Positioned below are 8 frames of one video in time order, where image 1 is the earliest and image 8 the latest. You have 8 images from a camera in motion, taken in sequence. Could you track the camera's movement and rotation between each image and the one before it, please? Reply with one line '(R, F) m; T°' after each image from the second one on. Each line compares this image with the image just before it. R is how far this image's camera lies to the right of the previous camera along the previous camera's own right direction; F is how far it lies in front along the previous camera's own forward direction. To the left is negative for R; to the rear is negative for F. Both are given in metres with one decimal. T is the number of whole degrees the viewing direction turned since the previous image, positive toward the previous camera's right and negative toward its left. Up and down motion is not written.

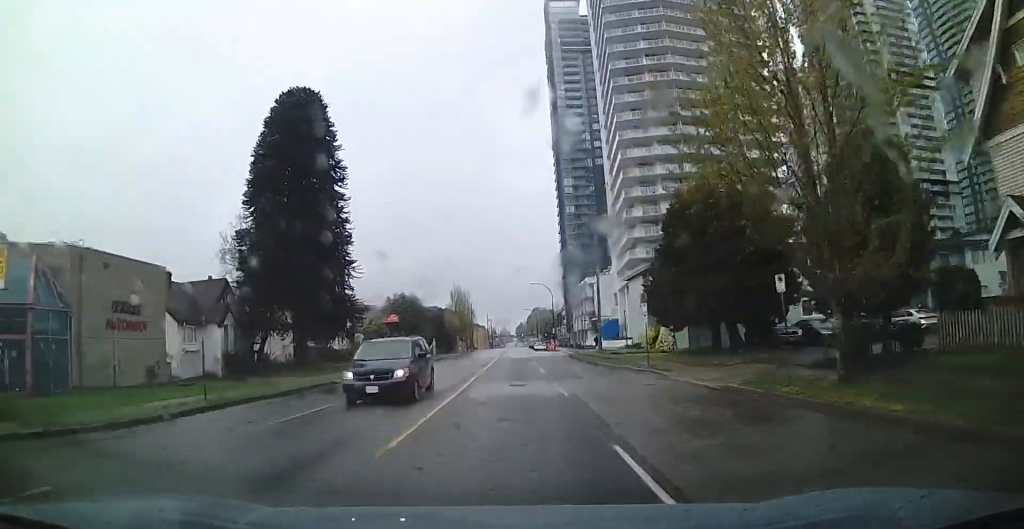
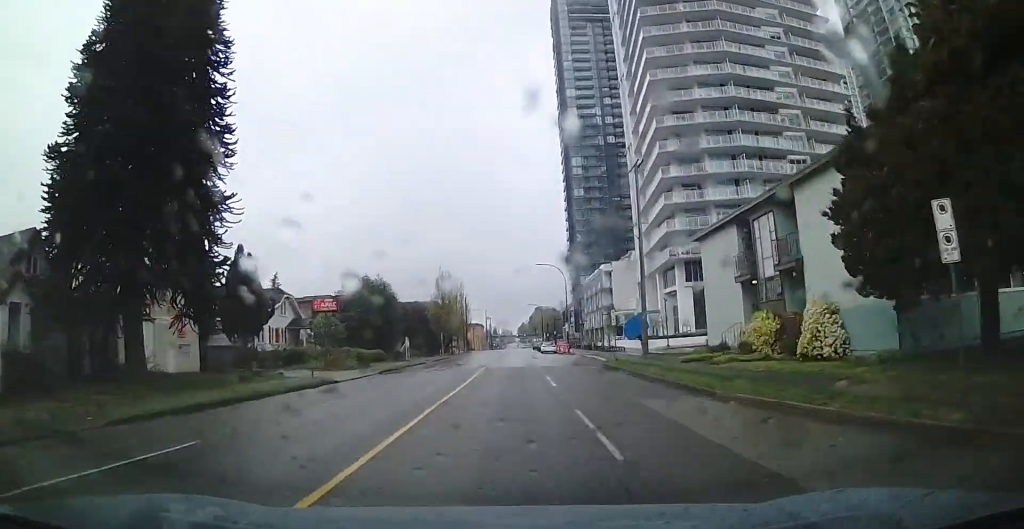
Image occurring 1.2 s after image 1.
(0.0, +20.2) m; -2°
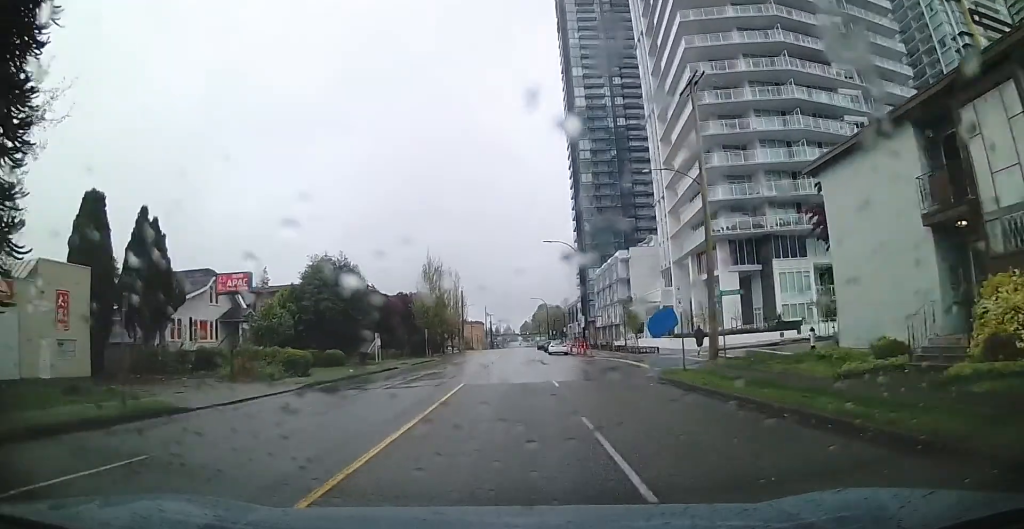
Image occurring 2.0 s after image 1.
(-0.3, +13.2) m; -2°
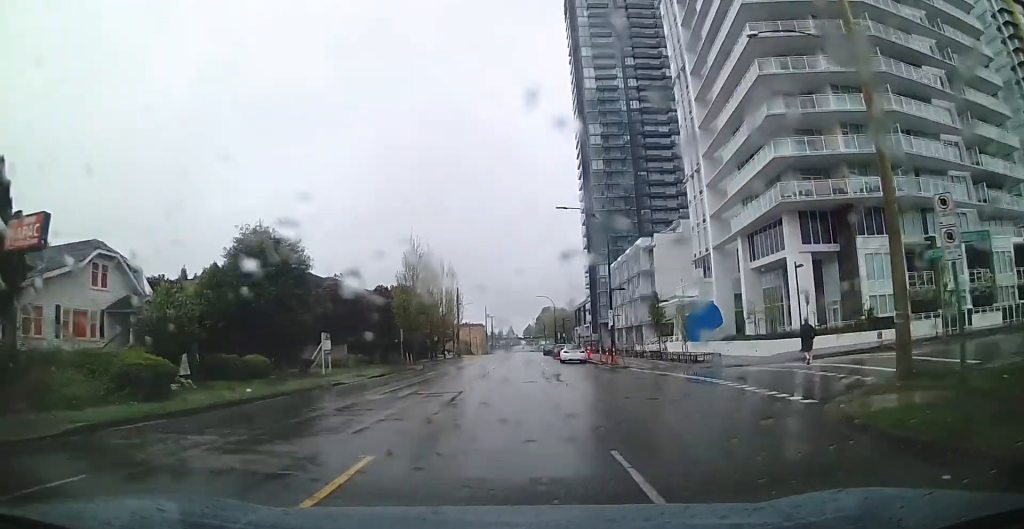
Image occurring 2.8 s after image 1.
(-0.2, +13.2) m; 0°
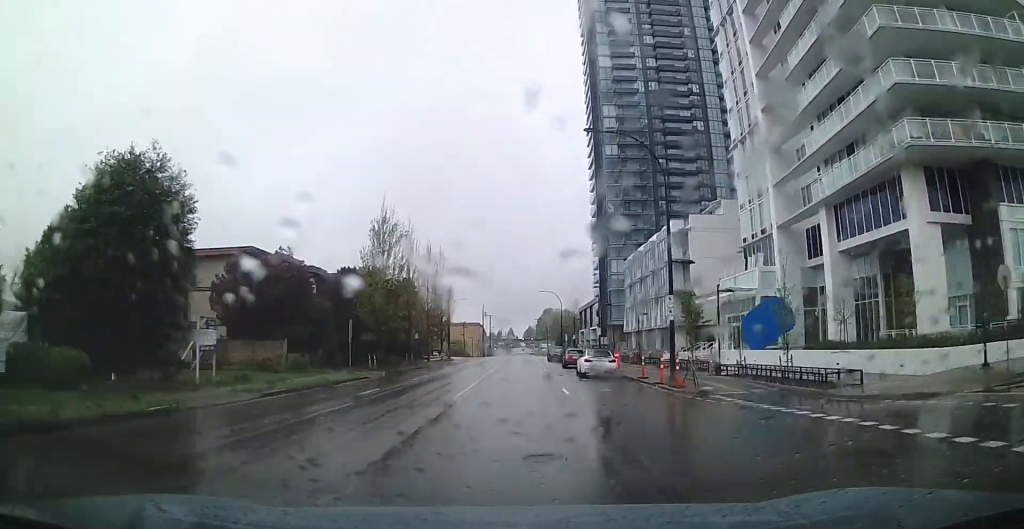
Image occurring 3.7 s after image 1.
(0.0, +13.8) m; +1°
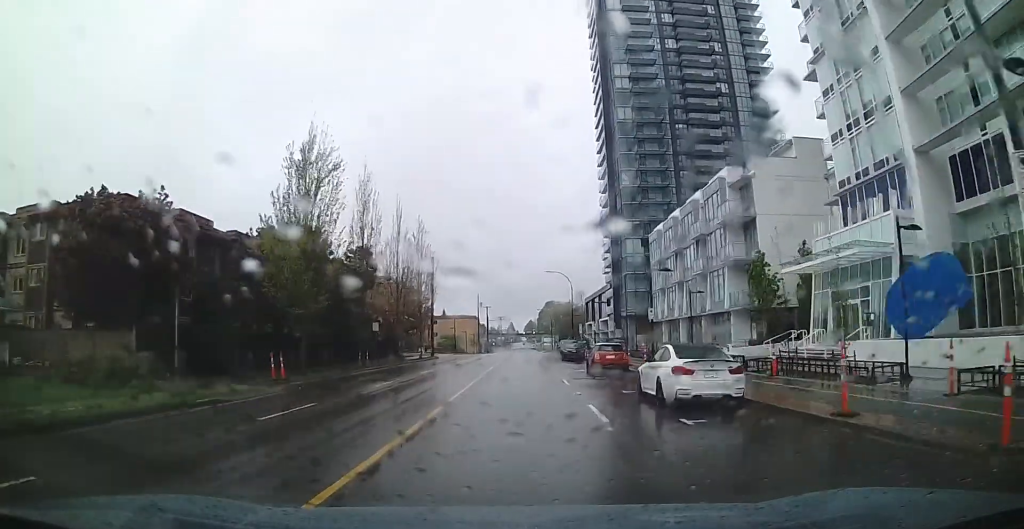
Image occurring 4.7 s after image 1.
(+0.4, +16.6) m; +1°
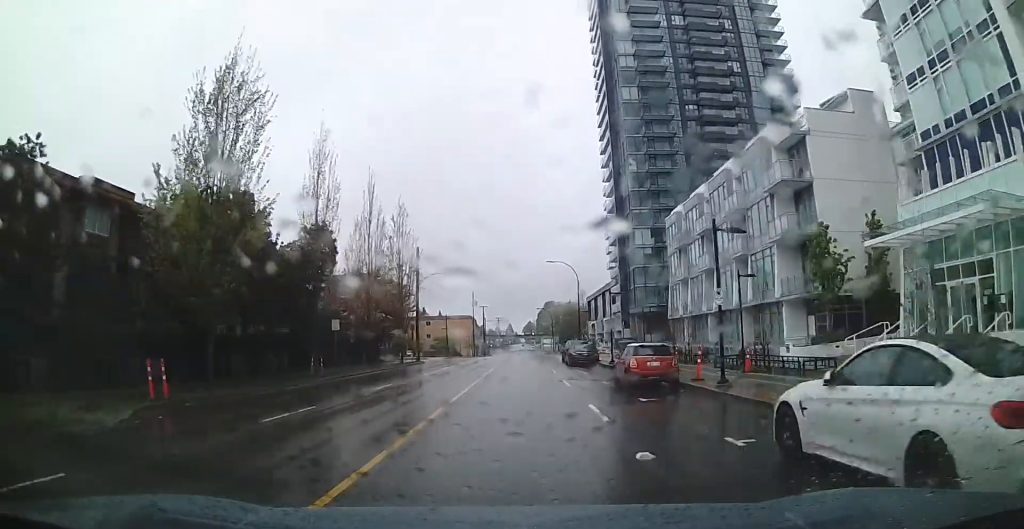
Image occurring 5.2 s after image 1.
(-0.1, +8.9) m; 0°
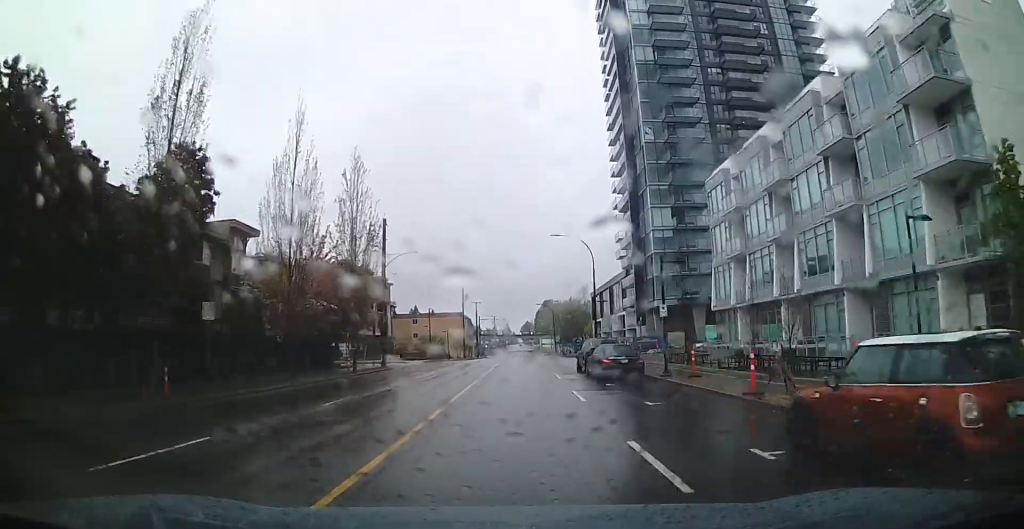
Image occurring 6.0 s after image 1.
(0.0, +14.0) m; +1°
